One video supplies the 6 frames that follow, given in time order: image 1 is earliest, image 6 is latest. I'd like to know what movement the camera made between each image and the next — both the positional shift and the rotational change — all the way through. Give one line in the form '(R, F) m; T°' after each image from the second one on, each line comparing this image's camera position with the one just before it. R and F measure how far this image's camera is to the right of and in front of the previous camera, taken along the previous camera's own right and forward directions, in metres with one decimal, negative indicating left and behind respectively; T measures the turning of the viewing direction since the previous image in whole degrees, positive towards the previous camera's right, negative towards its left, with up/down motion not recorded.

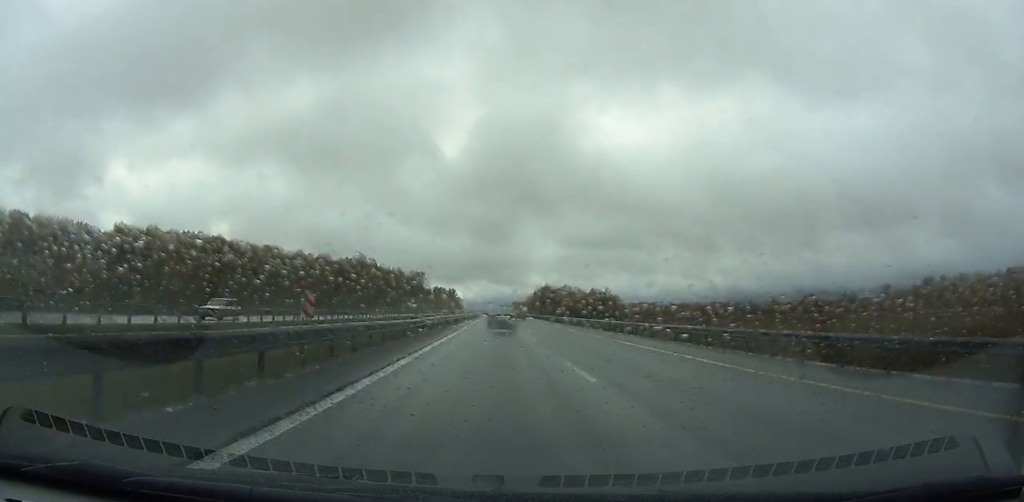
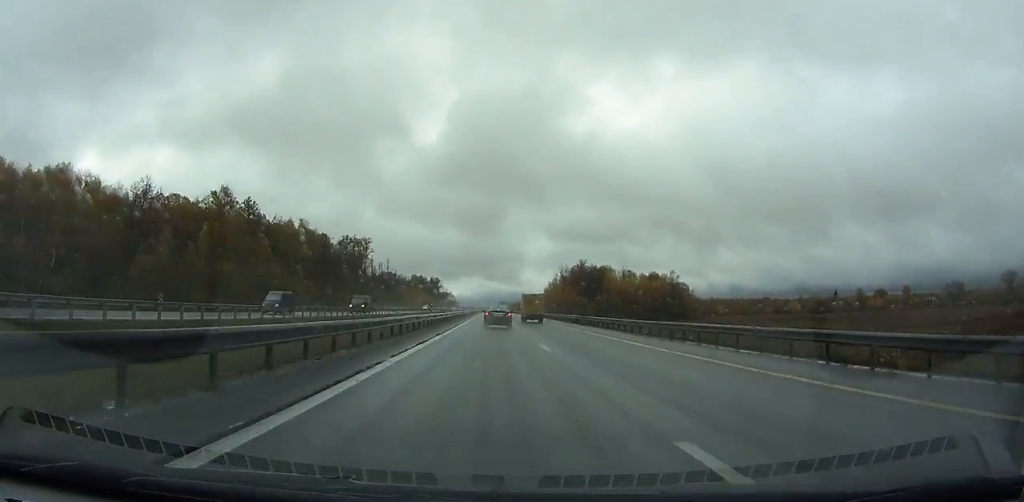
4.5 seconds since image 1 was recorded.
(-0.3, +134.5) m; 0°
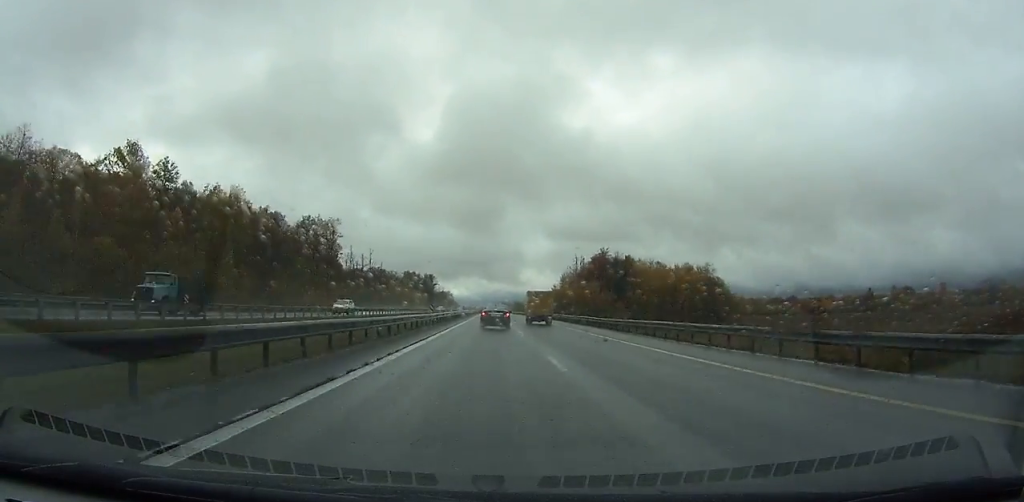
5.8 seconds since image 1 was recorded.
(0.0, +35.2) m; 0°
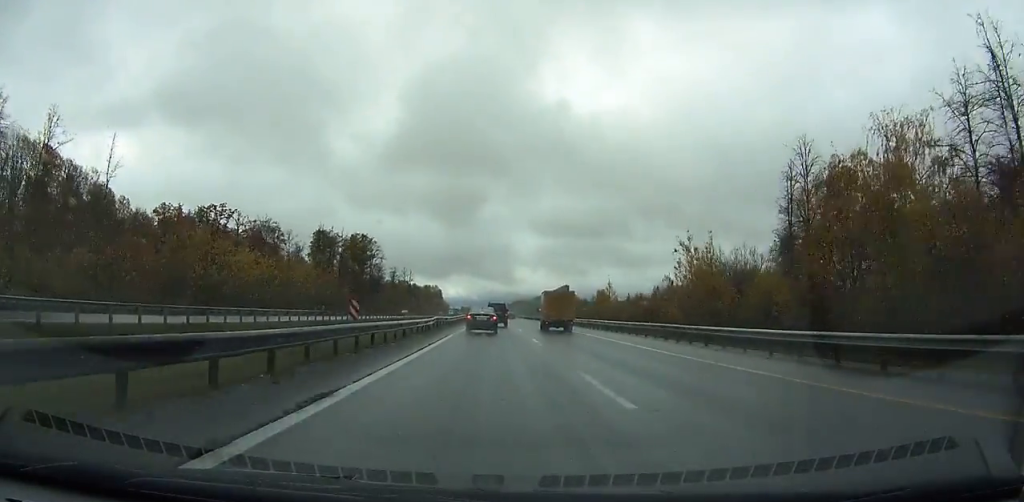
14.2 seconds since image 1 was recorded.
(-0.3, +186.9) m; 0°
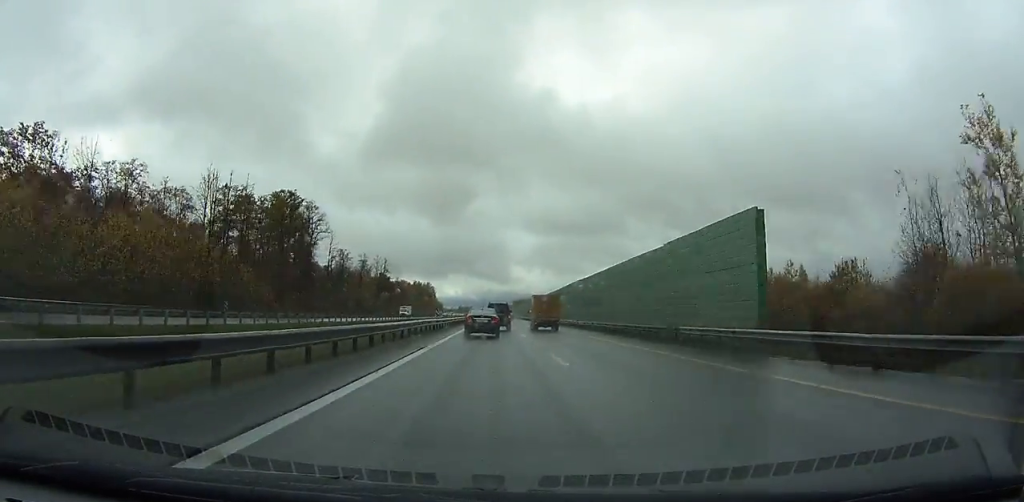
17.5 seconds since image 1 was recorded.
(0.0, +58.1) m; 0°
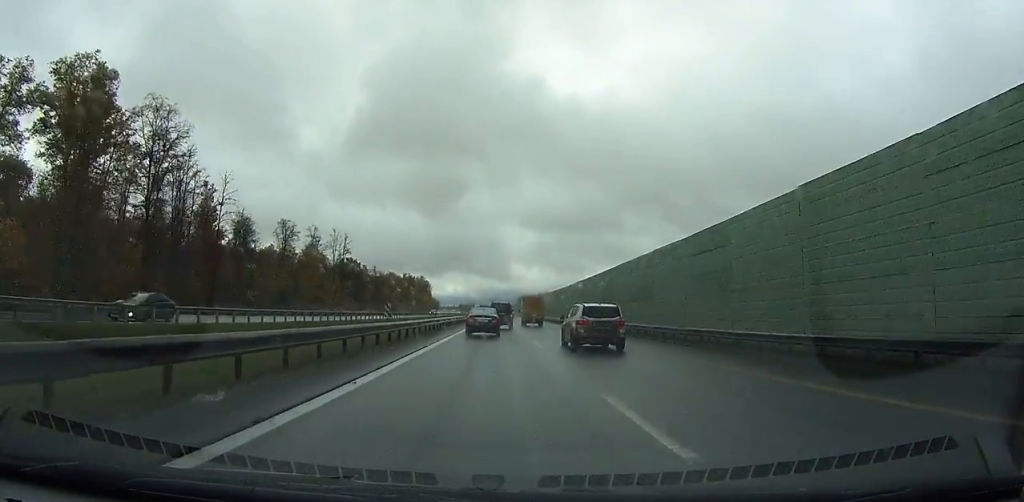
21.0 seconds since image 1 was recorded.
(-0.1, +58.4) m; 0°
